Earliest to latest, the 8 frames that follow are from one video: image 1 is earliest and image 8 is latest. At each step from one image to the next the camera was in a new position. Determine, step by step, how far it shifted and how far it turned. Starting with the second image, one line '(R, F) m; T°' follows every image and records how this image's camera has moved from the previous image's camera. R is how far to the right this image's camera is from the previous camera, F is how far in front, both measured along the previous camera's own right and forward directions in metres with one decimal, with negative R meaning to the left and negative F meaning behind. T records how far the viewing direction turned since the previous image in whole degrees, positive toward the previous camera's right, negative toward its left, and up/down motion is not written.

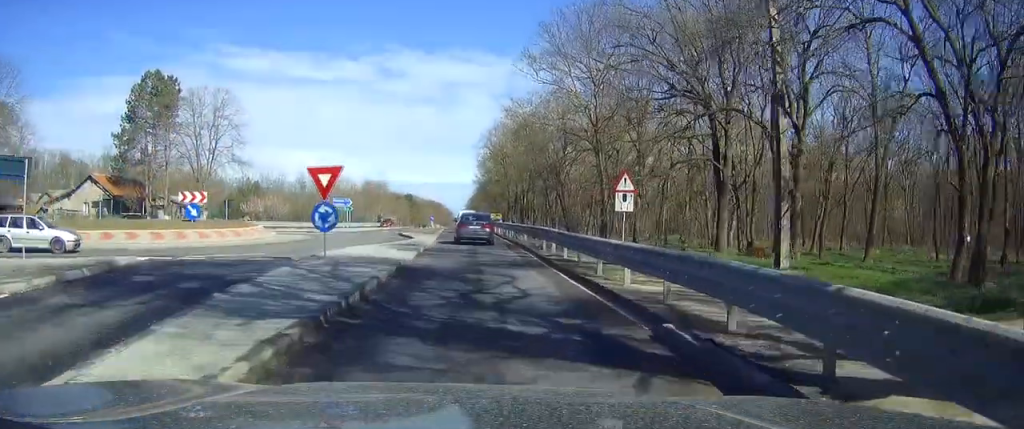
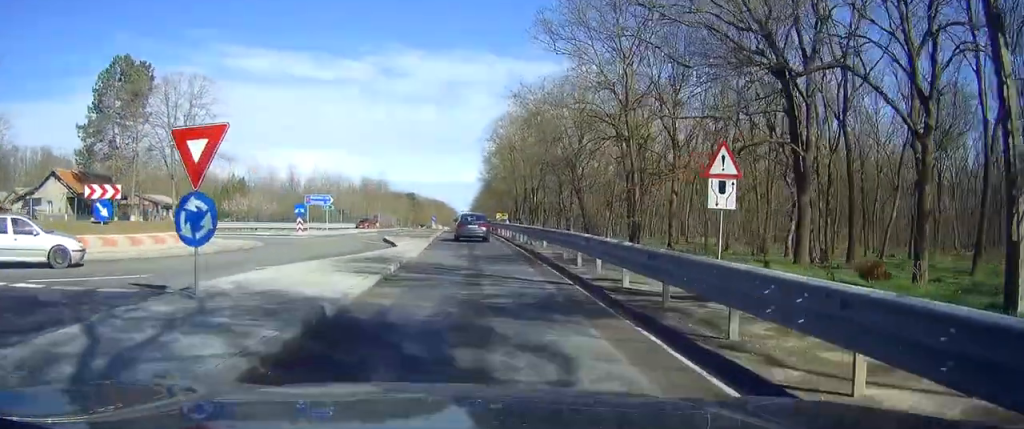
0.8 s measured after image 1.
(-0.1, +9.3) m; -1°
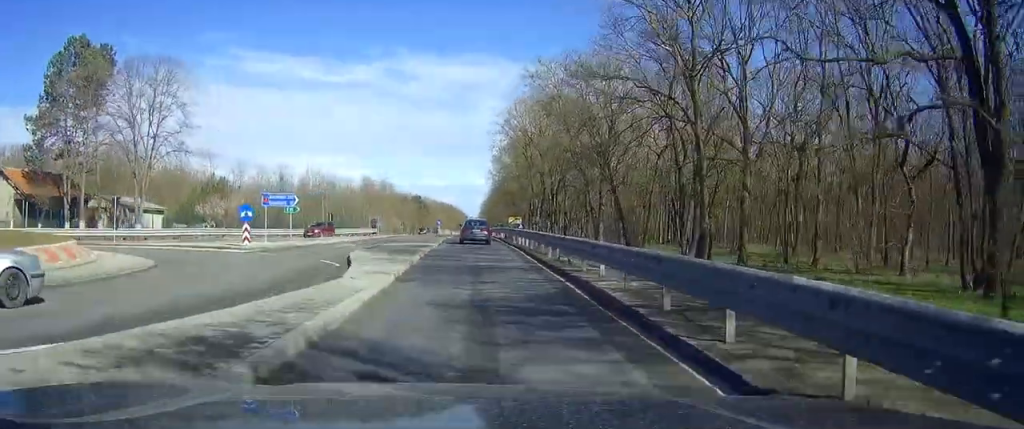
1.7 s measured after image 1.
(-0.1, +11.7) m; 0°
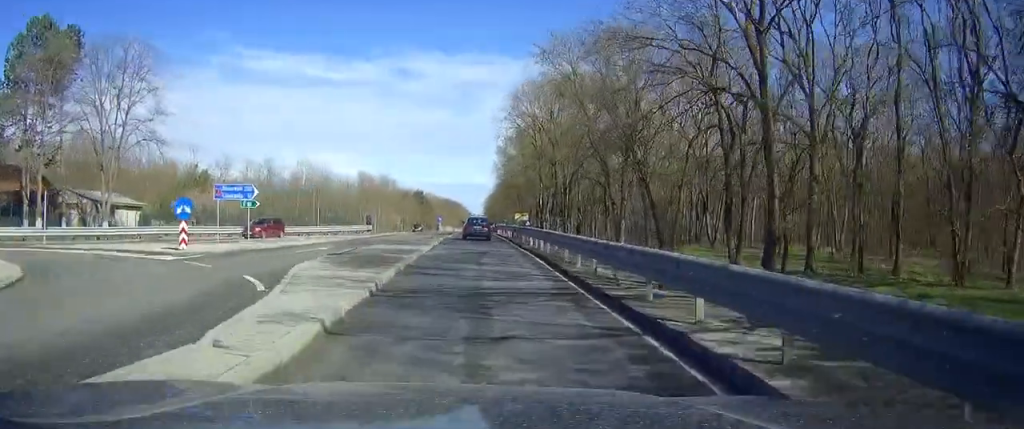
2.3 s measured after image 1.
(0.0, +7.5) m; 0°
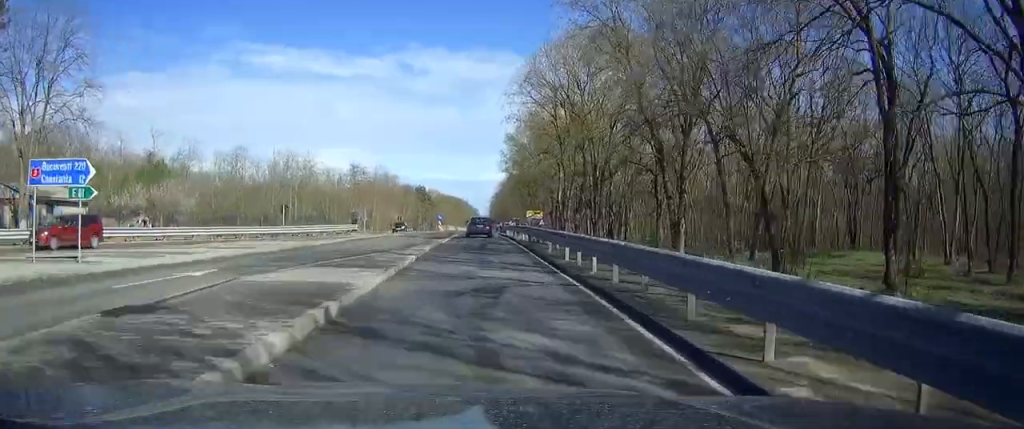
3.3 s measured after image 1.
(0.0, +14.1) m; -1°
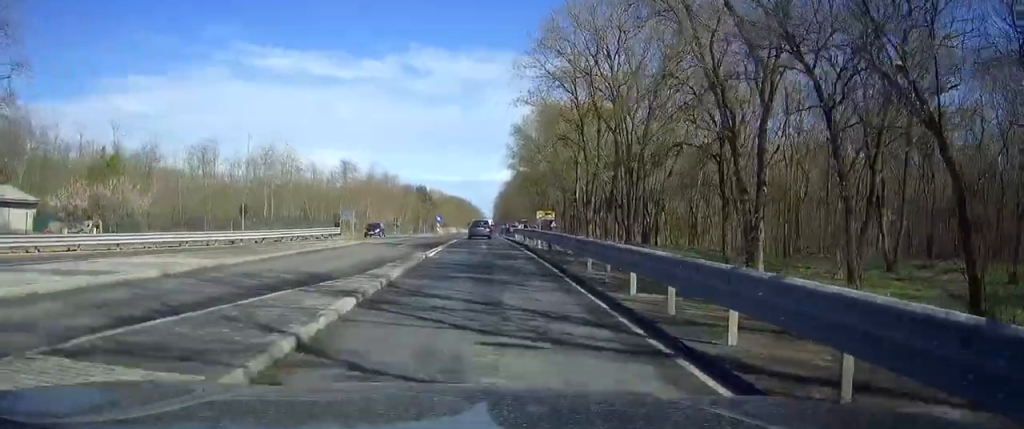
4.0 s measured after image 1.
(-0.1, +10.5) m; 0°
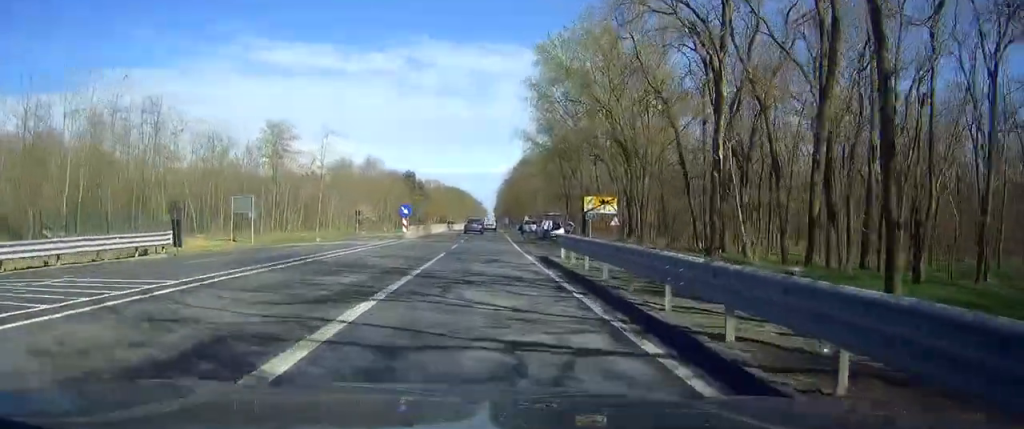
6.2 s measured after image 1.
(0.0, +35.2) m; 0°
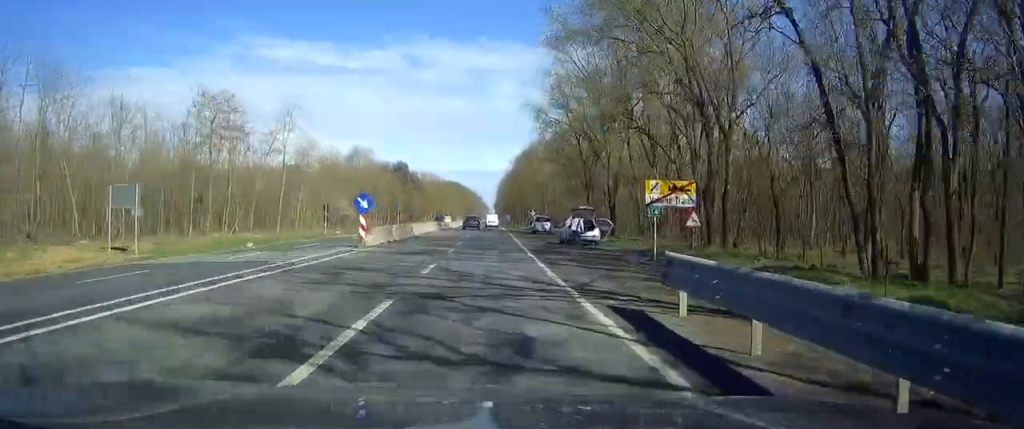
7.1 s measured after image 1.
(0.0, +16.1) m; 0°
